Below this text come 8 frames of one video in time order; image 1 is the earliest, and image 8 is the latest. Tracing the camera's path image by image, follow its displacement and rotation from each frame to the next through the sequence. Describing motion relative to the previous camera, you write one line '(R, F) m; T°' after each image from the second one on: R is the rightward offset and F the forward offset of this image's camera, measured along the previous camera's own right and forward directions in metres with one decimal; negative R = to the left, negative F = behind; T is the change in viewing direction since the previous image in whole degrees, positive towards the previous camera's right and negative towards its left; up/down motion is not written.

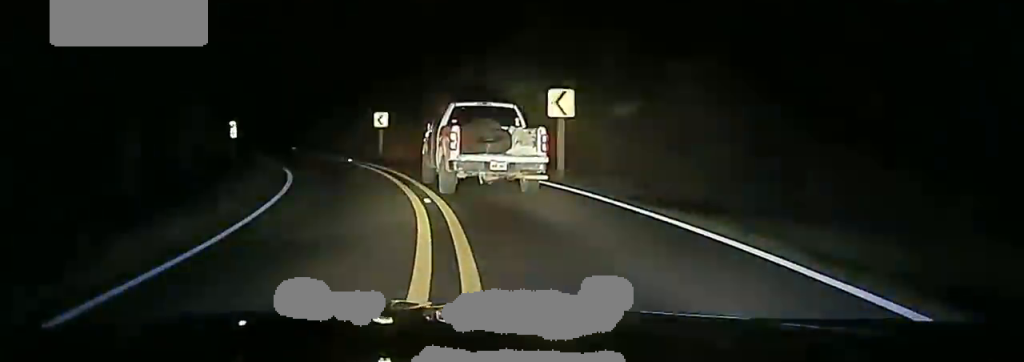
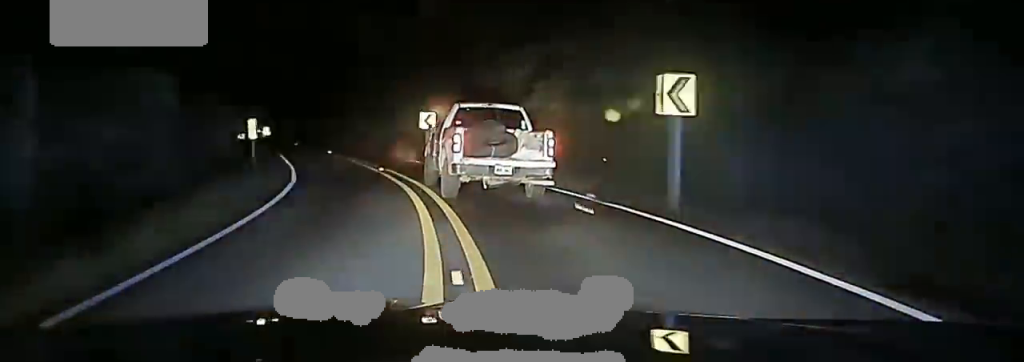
(-0.1, +8.4) m; -4°
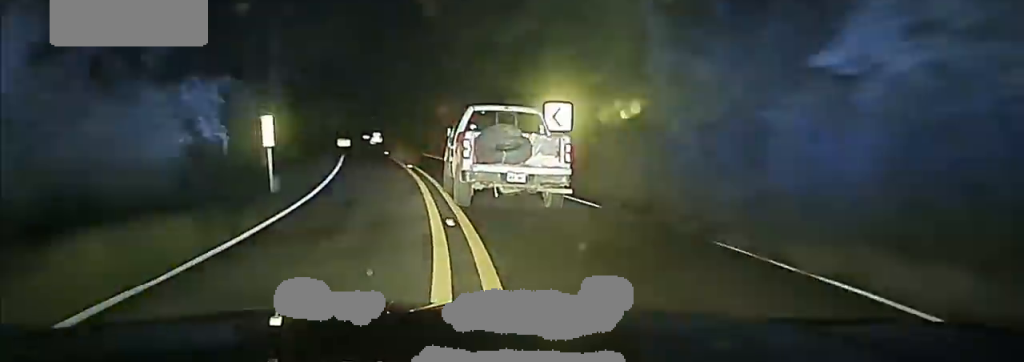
(-1.5, +18.3) m; -7°
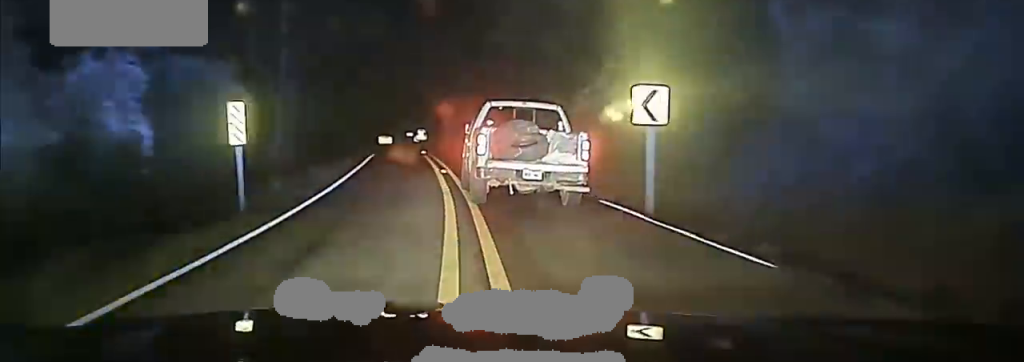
(-0.2, +8.0) m; -2°
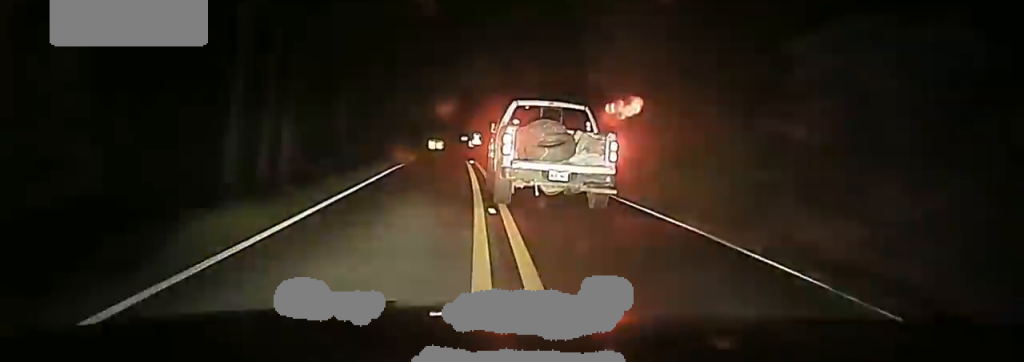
(-0.2, +14.6) m; -4°
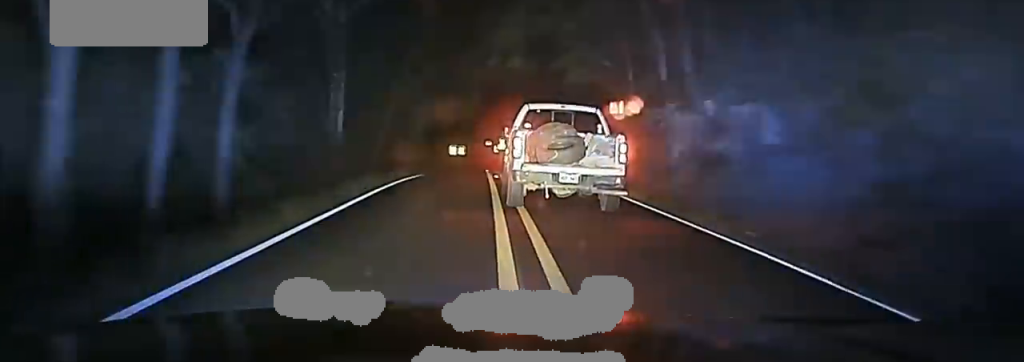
(-0.6, +11.8) m; 0°
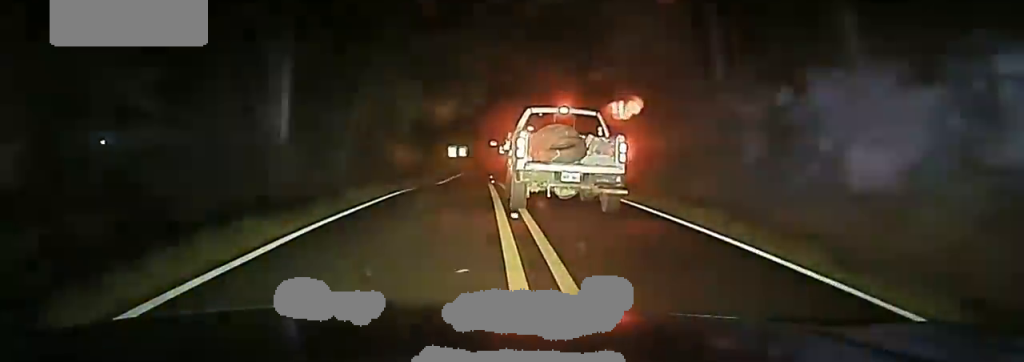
(0.0, +14.5) m; 0°
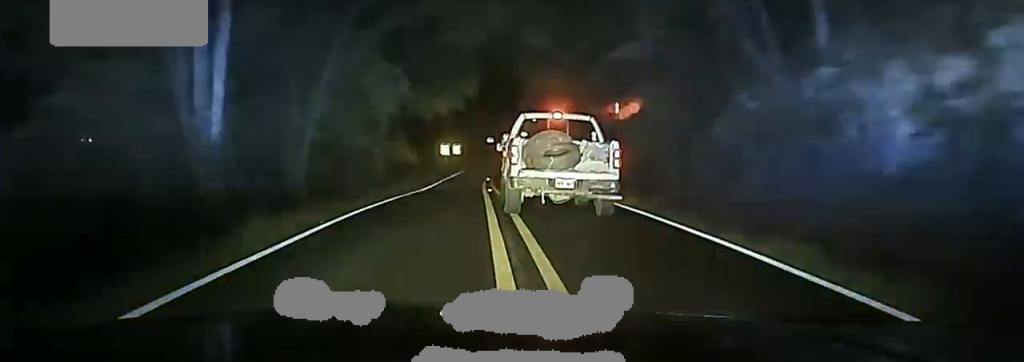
(+0.3, +8.4) m; 0°
